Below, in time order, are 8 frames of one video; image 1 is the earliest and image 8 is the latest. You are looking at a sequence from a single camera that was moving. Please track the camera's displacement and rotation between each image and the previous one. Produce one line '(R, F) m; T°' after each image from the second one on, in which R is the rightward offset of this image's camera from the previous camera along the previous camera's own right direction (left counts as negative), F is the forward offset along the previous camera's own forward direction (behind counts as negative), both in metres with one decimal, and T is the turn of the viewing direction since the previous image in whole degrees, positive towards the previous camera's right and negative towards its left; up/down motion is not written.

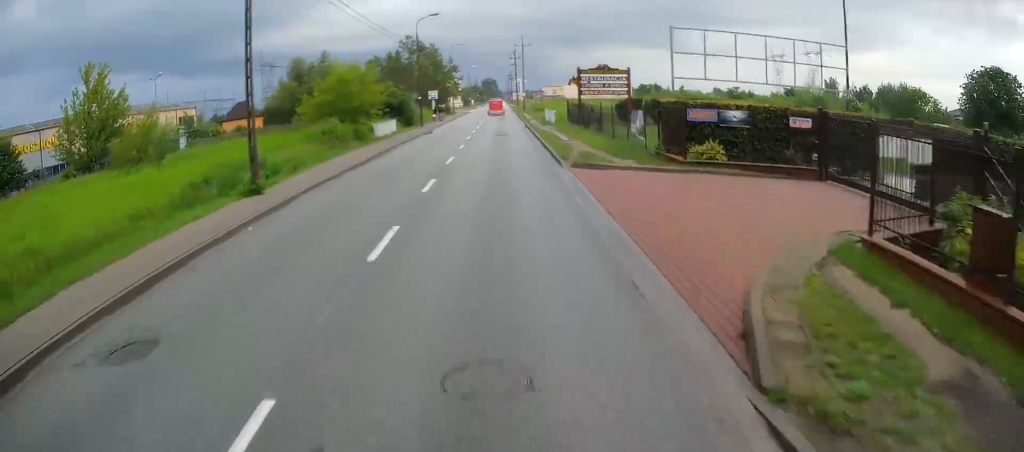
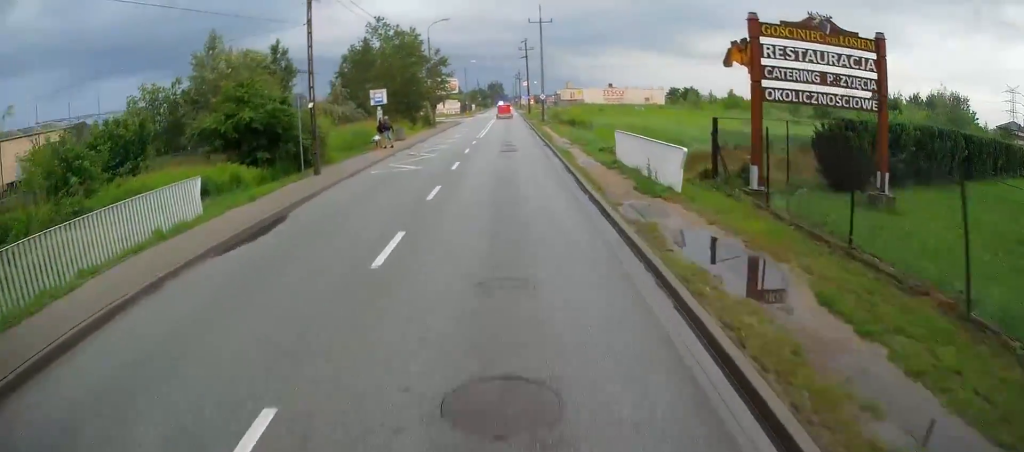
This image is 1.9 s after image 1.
(-0.1, +30.4) m; -1°
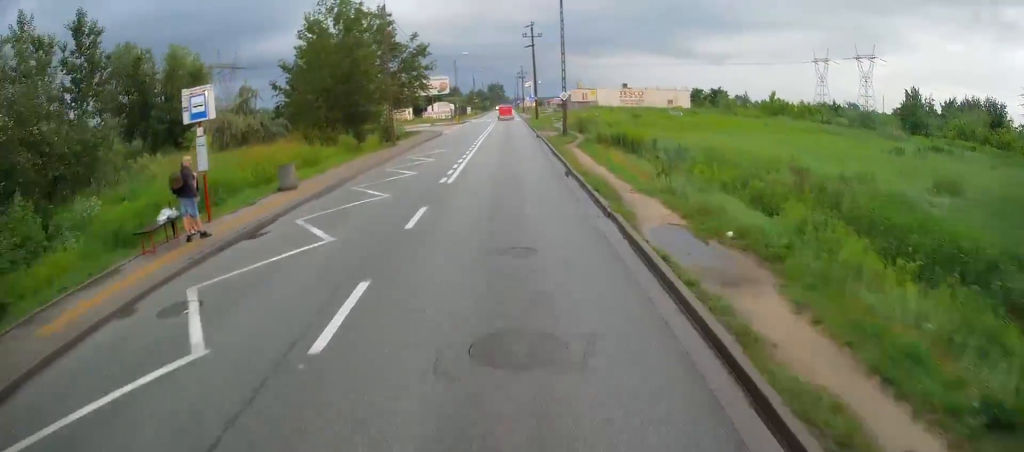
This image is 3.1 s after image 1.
(-0.3, +20.8) m; -1°
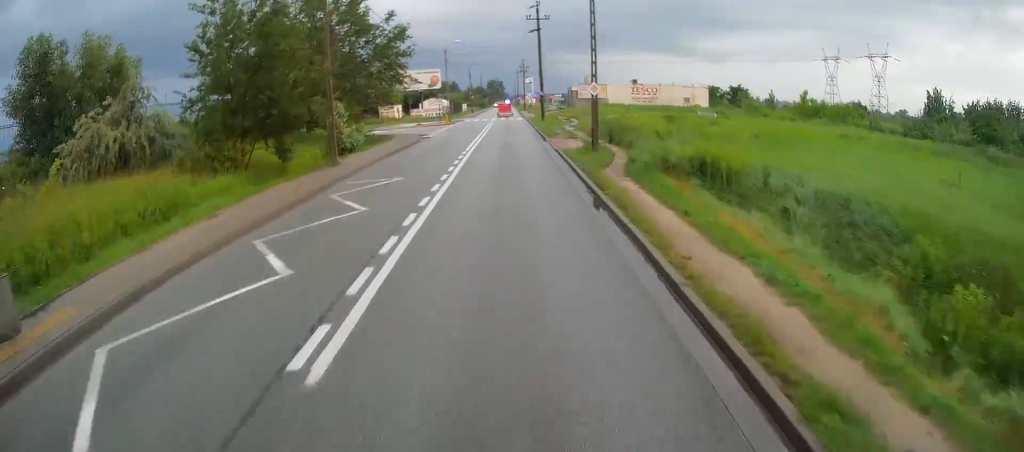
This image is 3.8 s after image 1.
(+0.1, +12.4) m; 0°
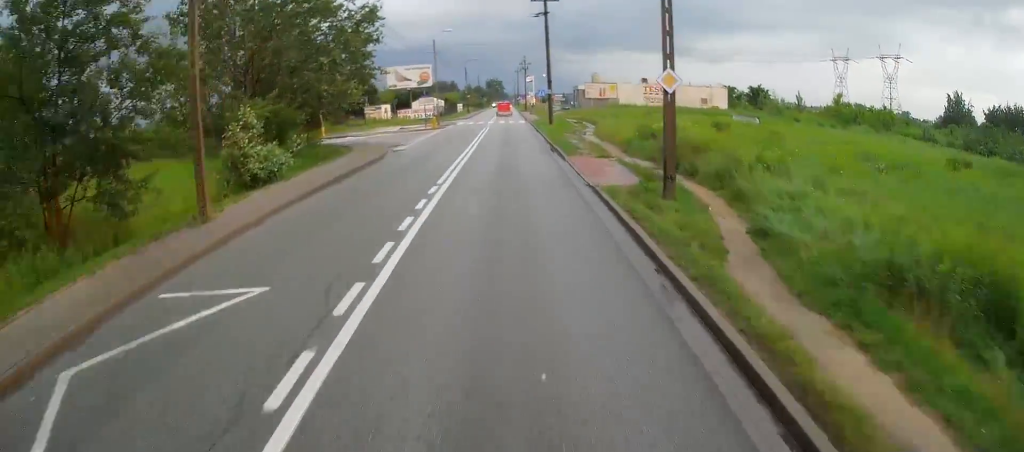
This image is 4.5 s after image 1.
(0.0, +10.8) m; 0°
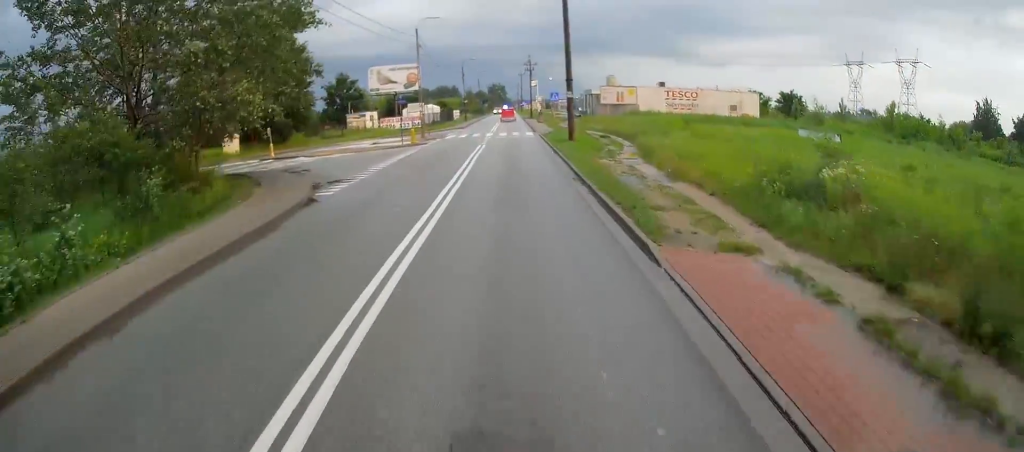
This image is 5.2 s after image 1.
(0.0, +12.9) m; 0°
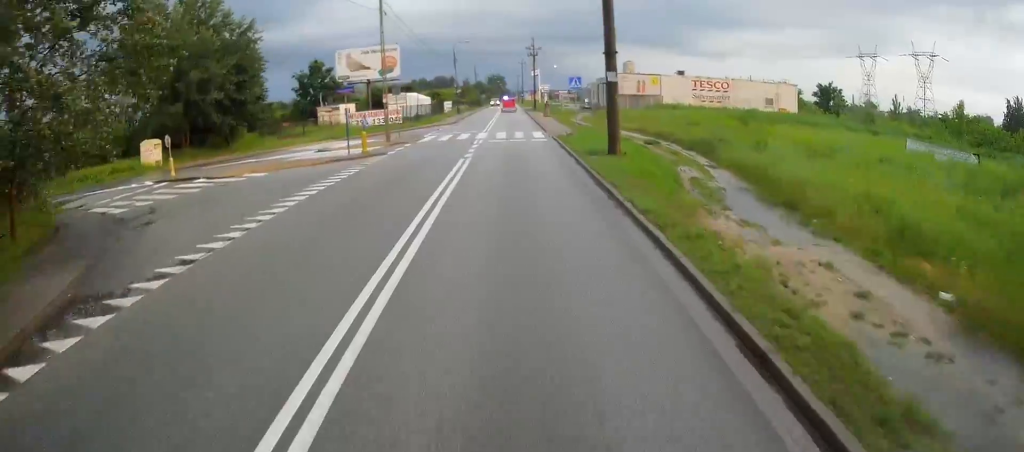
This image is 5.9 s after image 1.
(0.0, +13.4) m; 0°
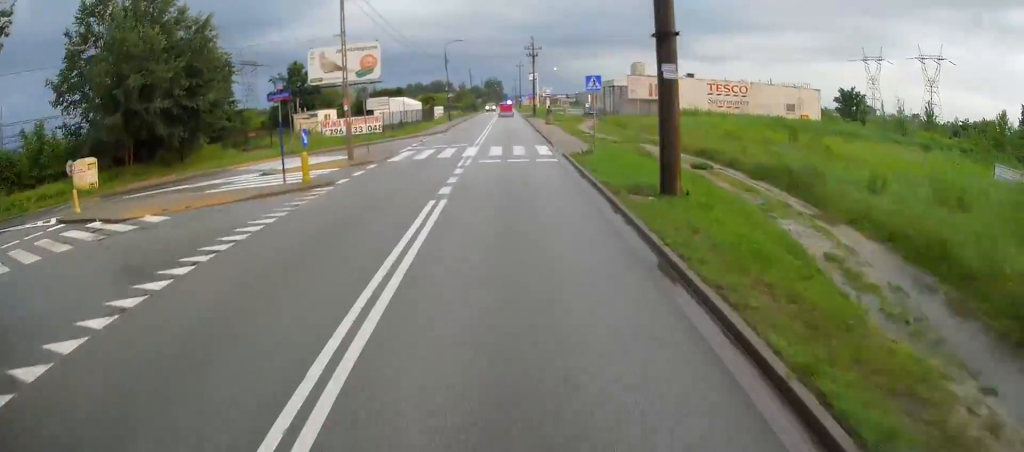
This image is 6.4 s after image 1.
(0.0, +7.5) m; 0°
